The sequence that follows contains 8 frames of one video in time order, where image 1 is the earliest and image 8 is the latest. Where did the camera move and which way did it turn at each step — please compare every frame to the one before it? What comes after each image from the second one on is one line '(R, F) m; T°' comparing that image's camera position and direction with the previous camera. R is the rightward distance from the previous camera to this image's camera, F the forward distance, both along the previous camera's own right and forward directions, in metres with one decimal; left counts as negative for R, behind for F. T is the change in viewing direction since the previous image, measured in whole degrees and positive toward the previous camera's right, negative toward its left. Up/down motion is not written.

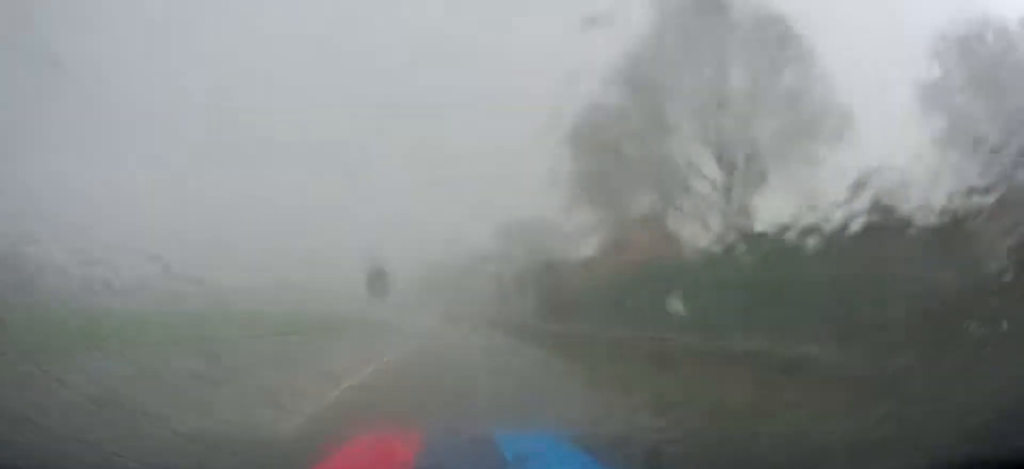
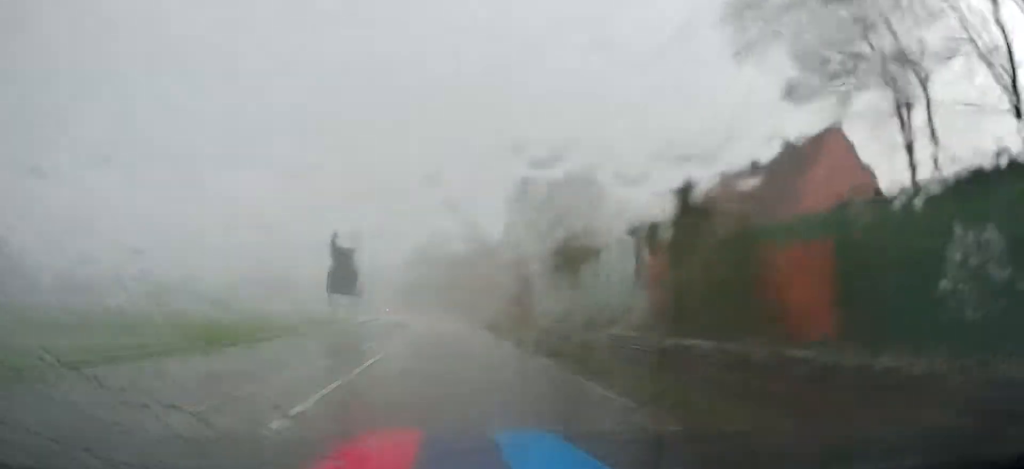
(-0.1, +26.8) m; -1°
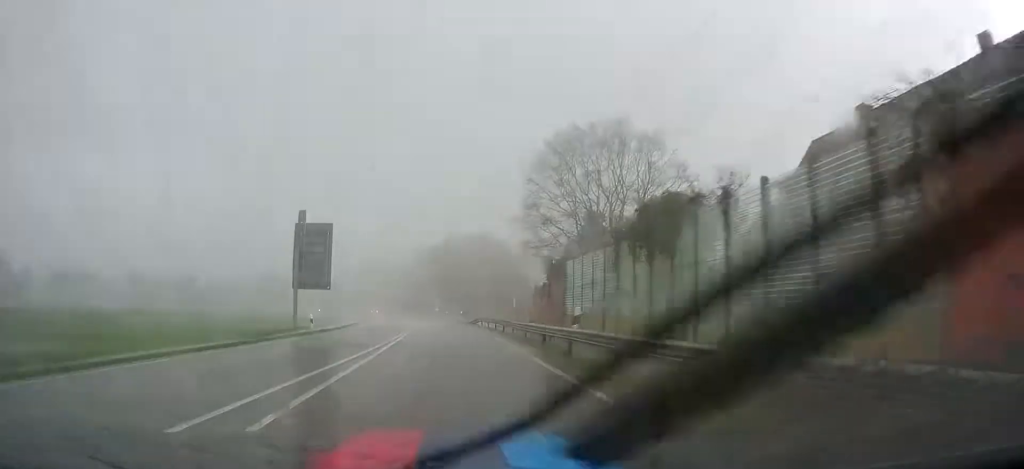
(-0.1, +15.4) m; 0°
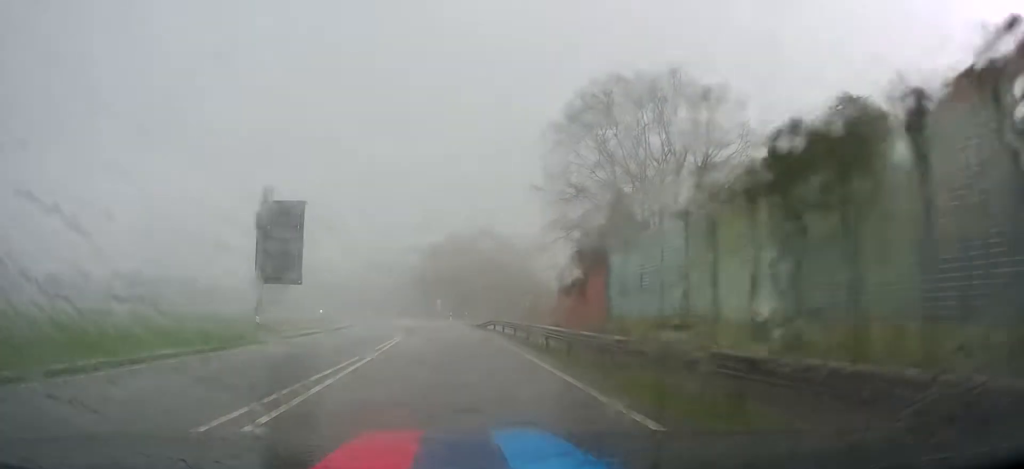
(0.0, +10.4) m; 0°
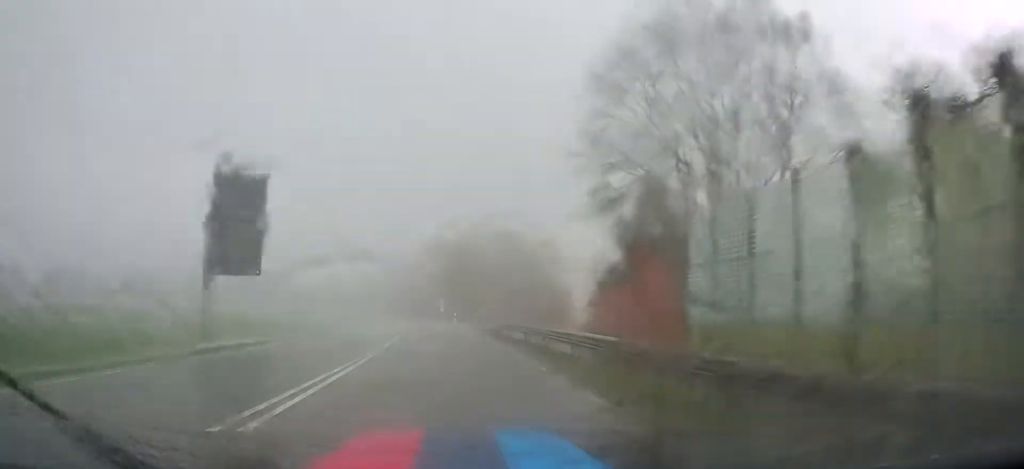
(+0.2, +9.0) m; 0°
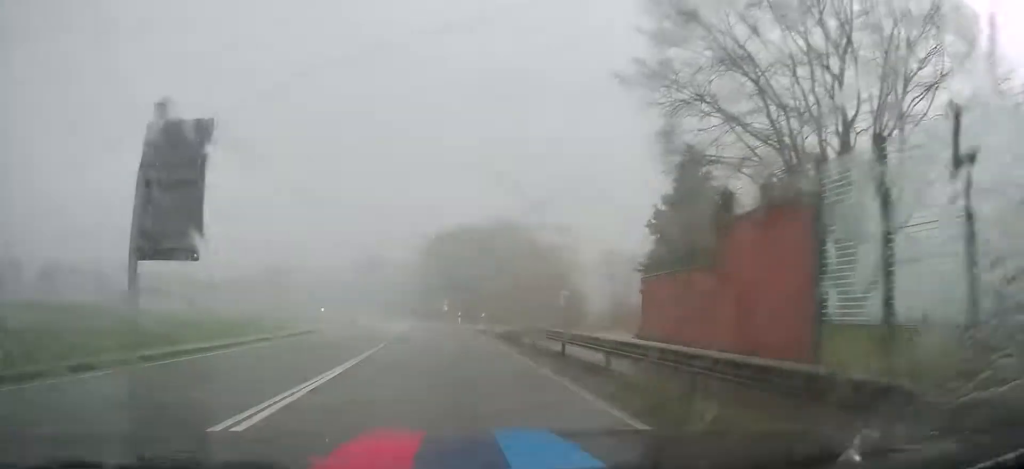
(-0.1, +7.3) m; 0°
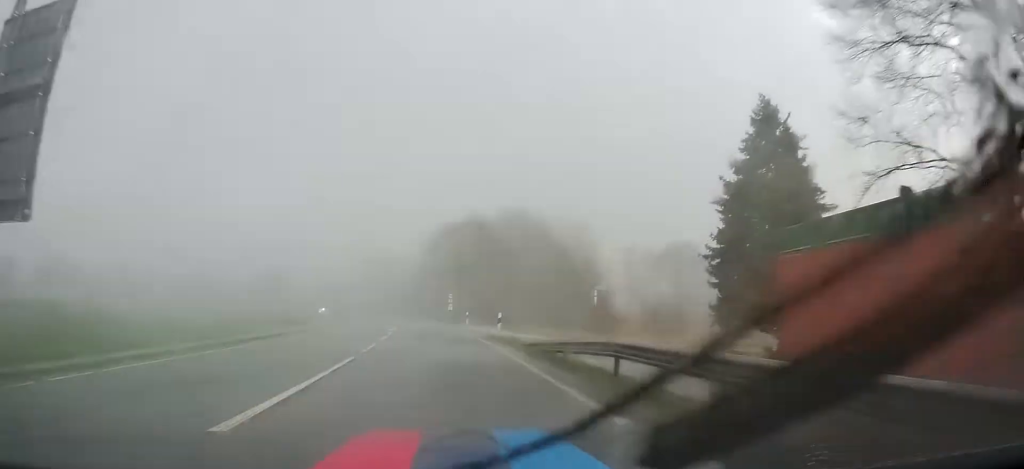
(-0.2, +9.3) m; 0°
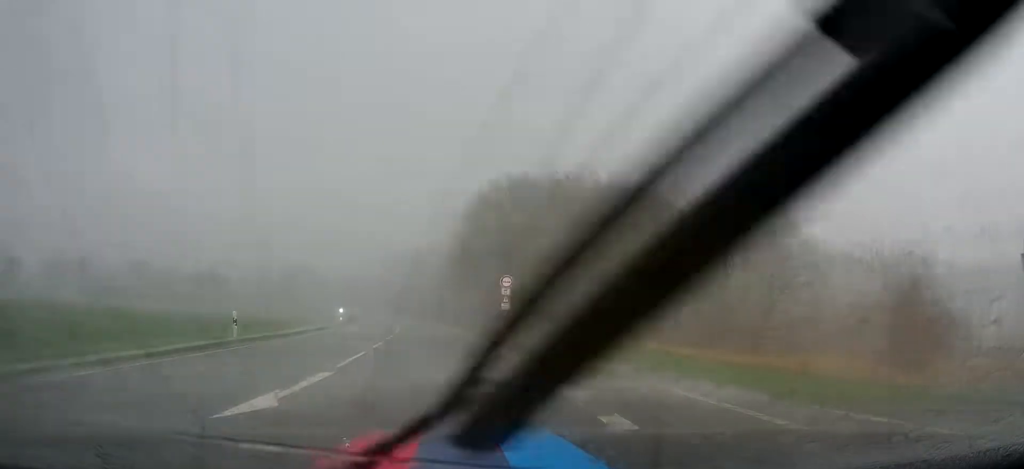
(-0.4, +28.0) m; -4°
